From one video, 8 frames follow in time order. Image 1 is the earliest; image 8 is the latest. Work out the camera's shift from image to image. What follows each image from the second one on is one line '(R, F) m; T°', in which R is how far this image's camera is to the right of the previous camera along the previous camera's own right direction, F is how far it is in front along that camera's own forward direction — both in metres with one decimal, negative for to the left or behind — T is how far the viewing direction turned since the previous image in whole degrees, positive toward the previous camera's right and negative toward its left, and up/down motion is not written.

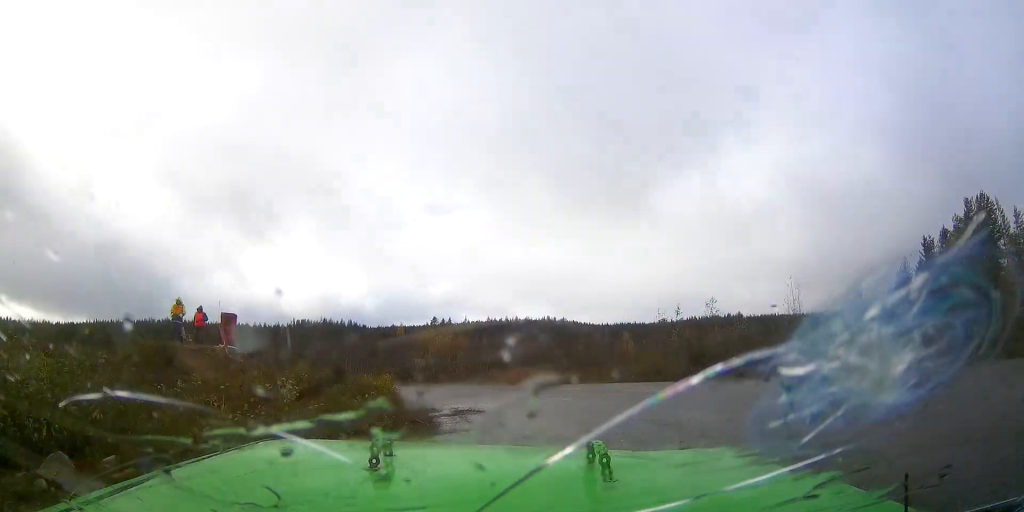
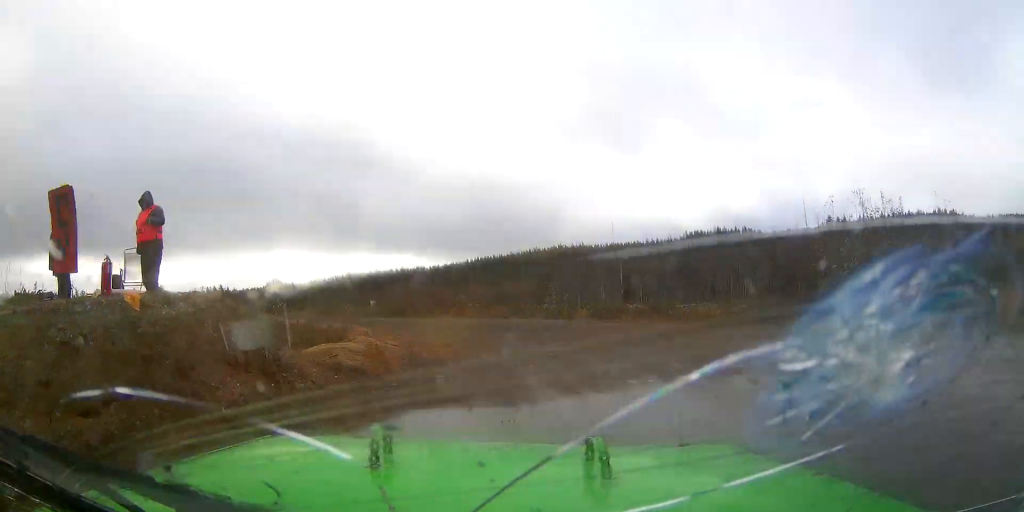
(-4.4, +15.5) m; -37°
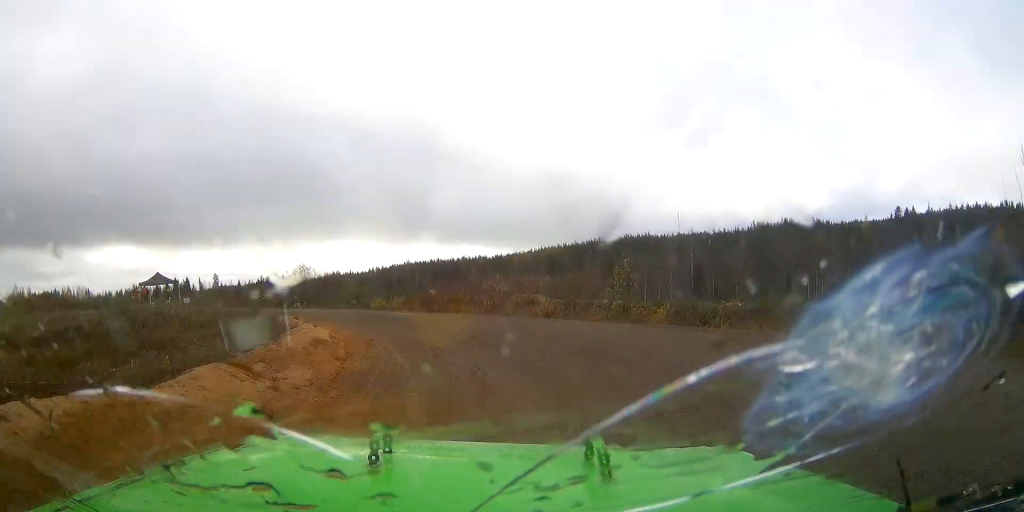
(-0.9, +7.8) m; -17°
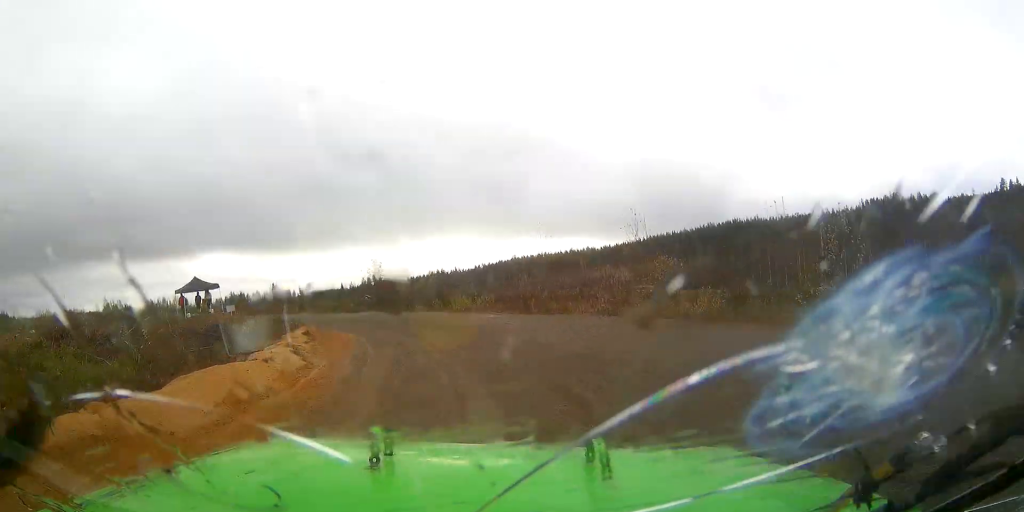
(-1.6, +9.7) m; -13°
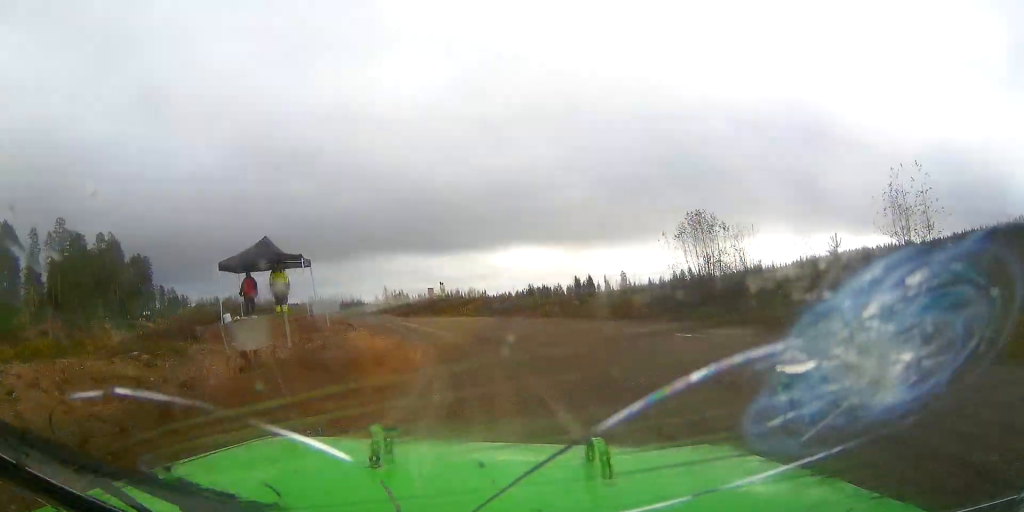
(-7.4, +23.5) m; -34°
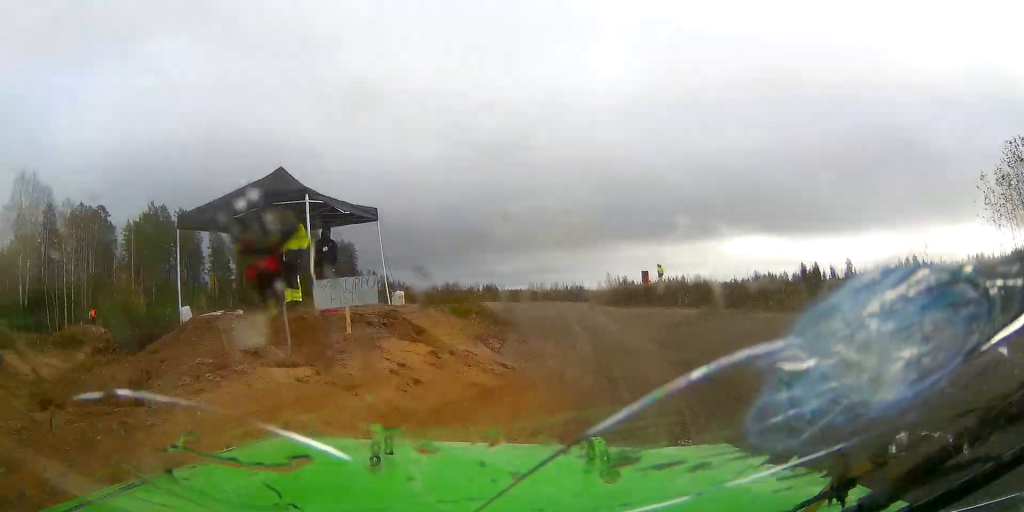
(-0.9, +10.2) m; -11°
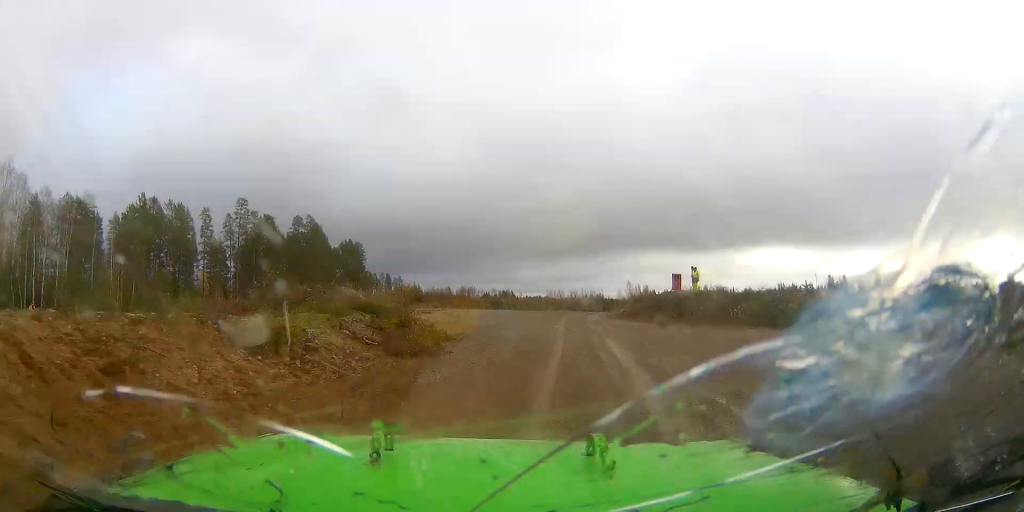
(-1.1, +10.2) m; -3°
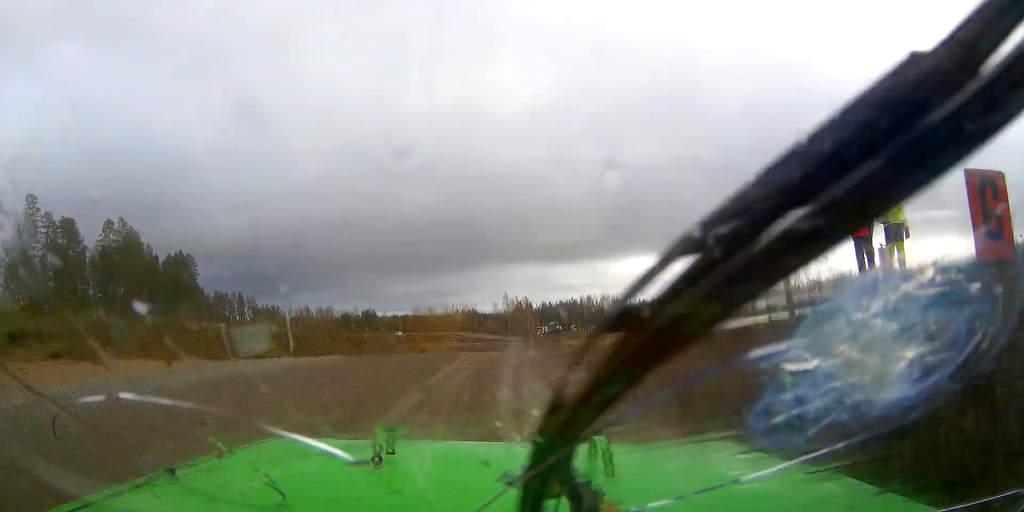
(+0.2, +28.1) m; +3°
